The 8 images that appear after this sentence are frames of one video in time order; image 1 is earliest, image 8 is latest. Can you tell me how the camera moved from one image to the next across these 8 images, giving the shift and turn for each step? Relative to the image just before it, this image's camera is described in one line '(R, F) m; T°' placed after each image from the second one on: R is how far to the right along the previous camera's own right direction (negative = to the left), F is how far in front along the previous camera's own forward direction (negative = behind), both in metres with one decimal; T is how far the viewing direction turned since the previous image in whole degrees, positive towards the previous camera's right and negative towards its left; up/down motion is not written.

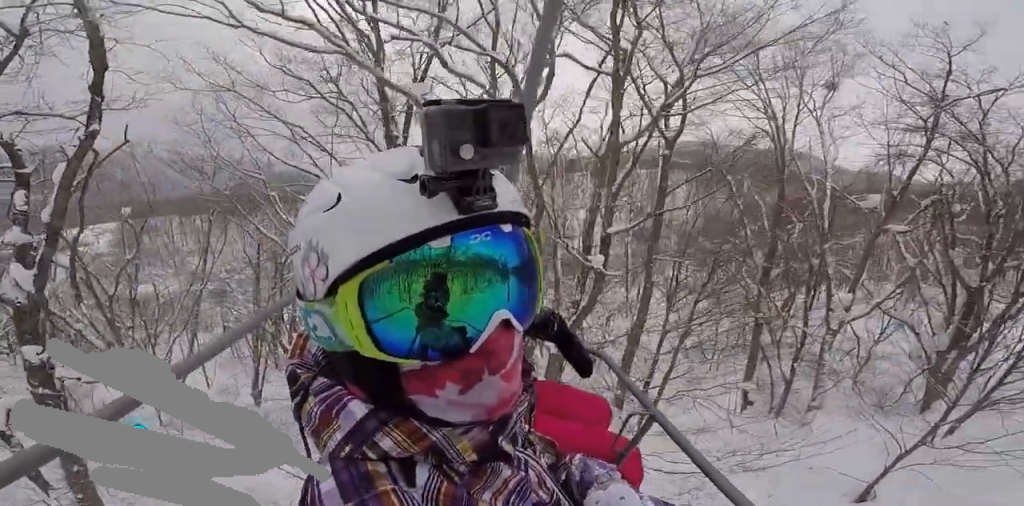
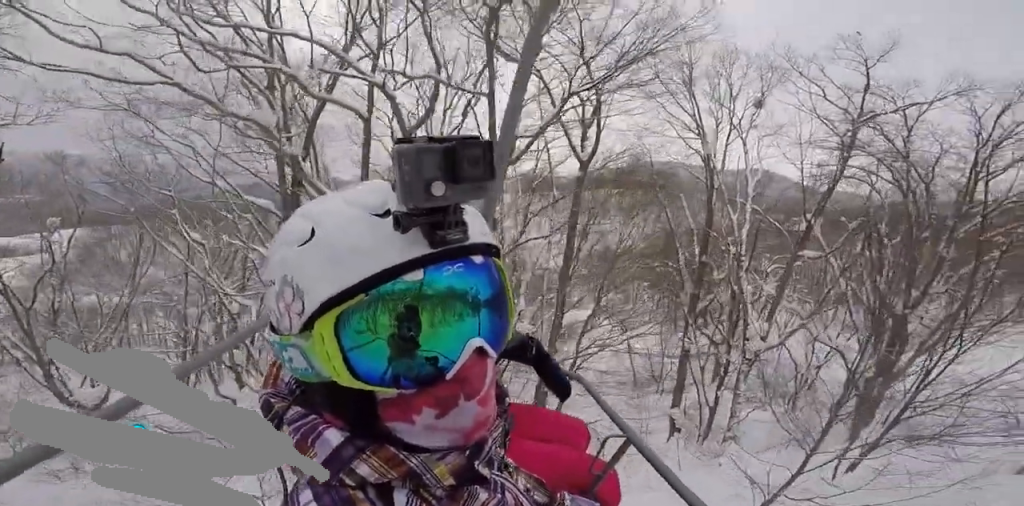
(+0.1, +3.0) m; -5°
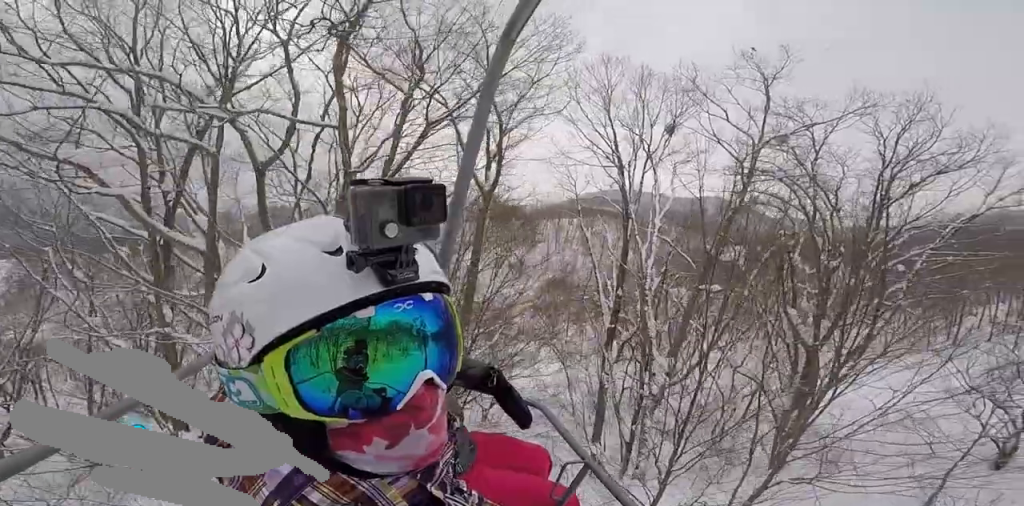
(-0.4, +2.8) m; -6°
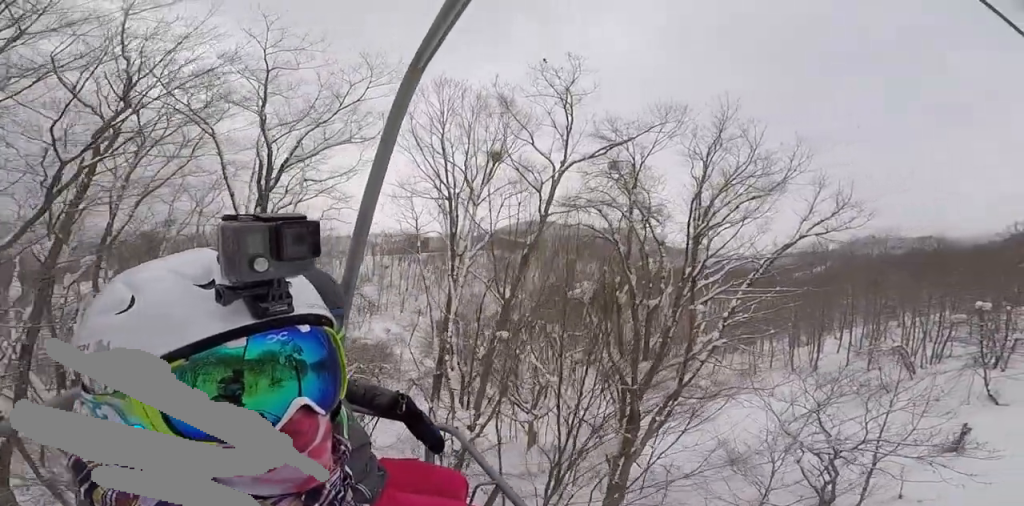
(-0.3, +5.1) m; +5°
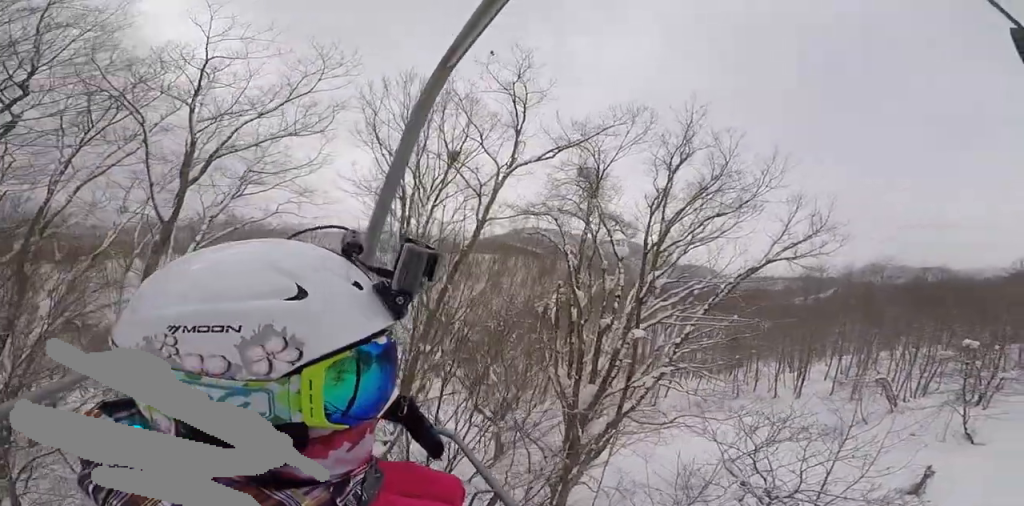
(+0.4, +2.6) m; +6°
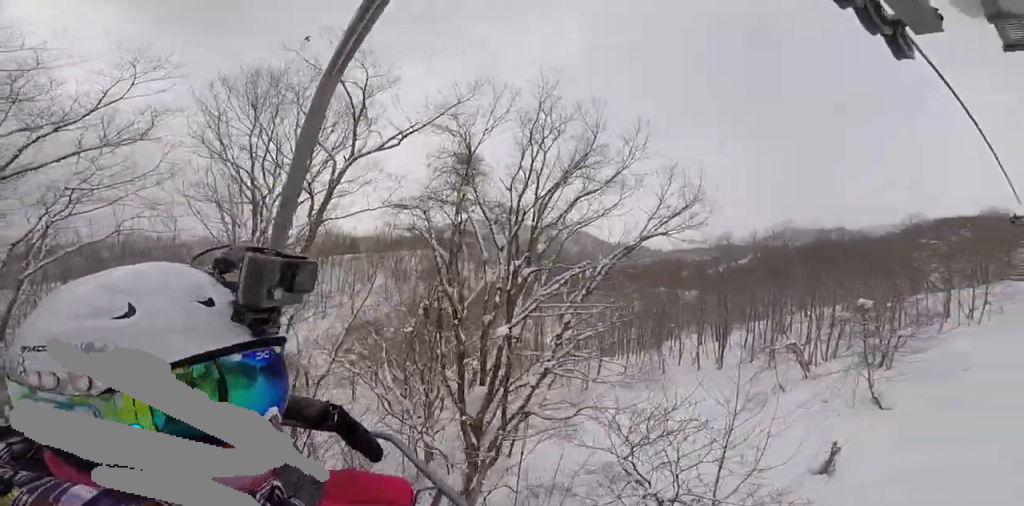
(+0.2, +2.8) m; +1°
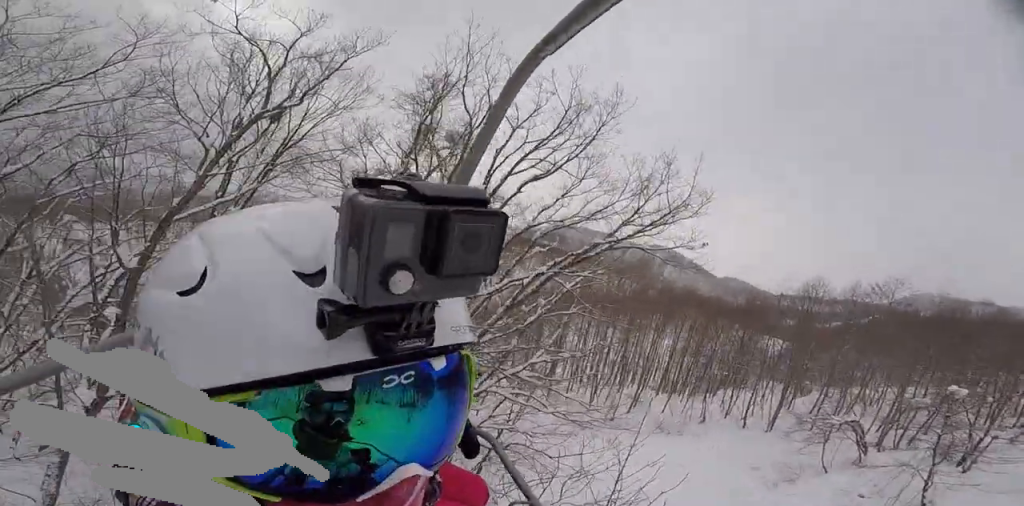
(-0.9, +6.2) m; -16°
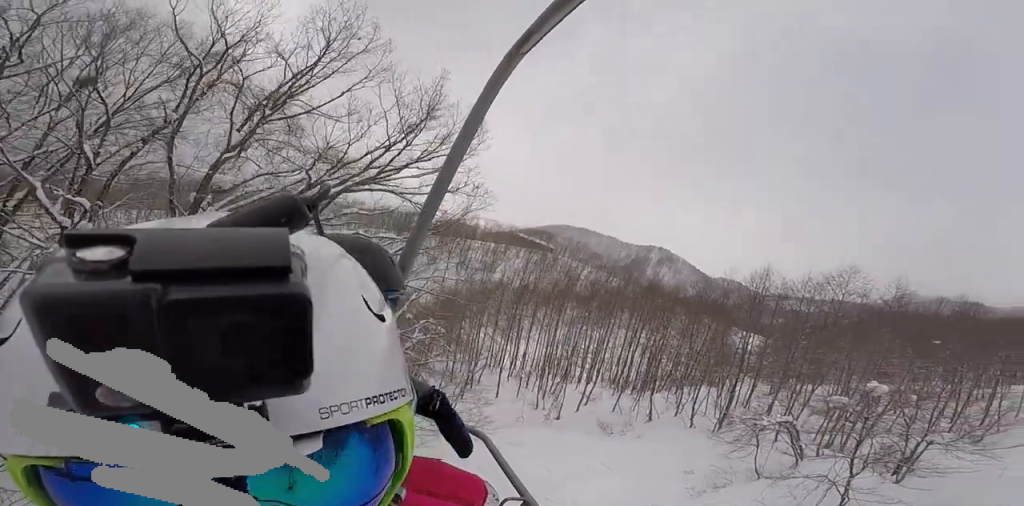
(+0.7, +6.4) m; +20°
